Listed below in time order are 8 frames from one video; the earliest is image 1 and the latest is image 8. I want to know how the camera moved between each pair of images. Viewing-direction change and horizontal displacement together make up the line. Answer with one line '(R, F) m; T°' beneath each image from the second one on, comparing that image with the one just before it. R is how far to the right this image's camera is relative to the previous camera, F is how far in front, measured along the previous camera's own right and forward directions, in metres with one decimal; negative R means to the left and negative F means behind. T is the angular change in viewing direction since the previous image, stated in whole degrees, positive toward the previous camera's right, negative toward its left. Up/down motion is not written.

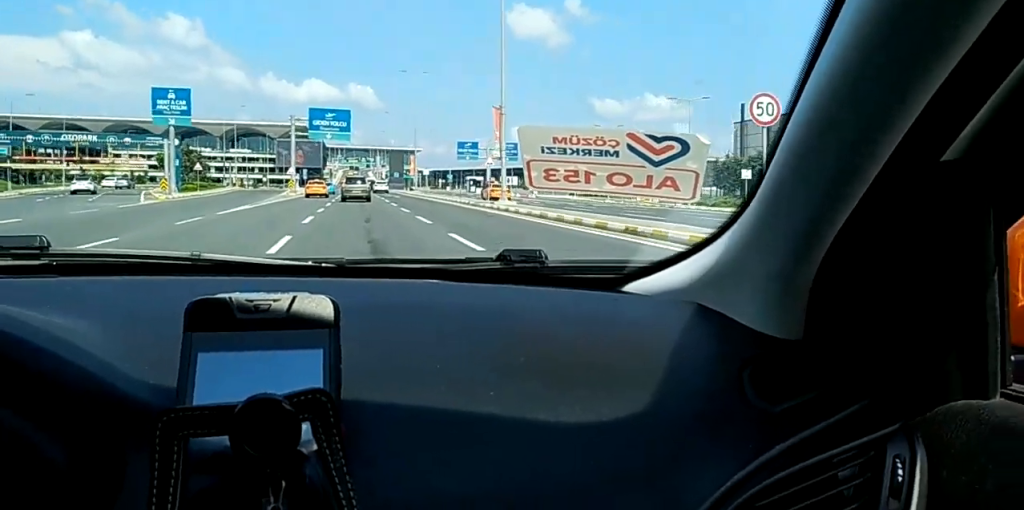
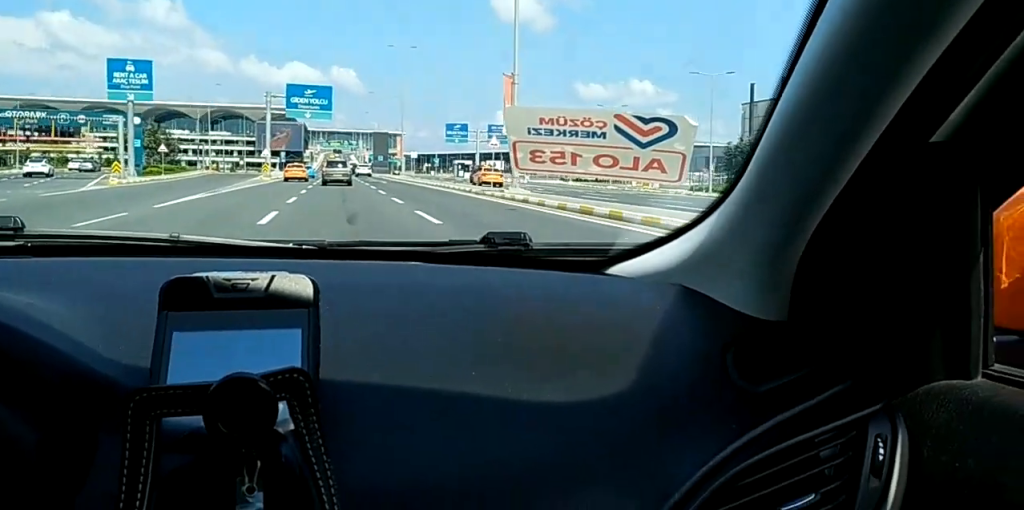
(0.0, +7.4) m; 0°
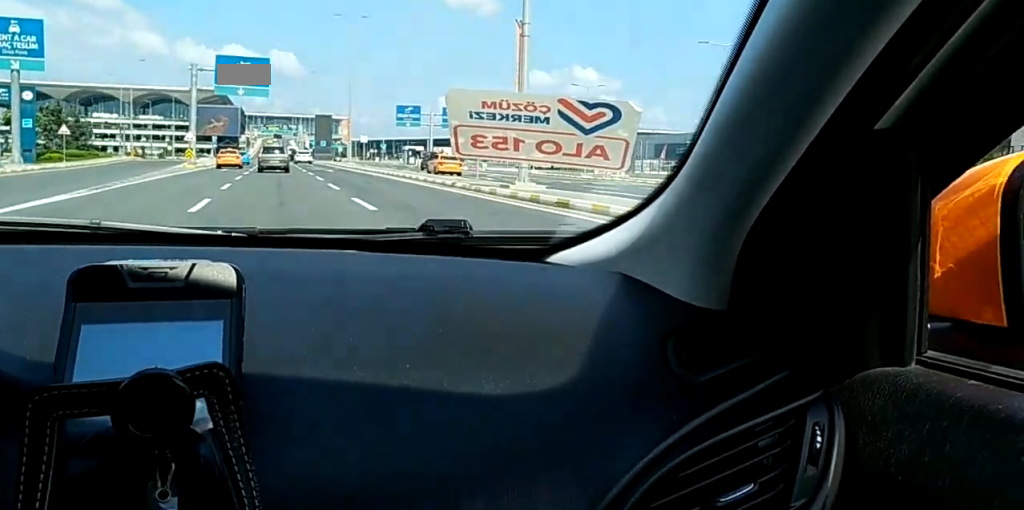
(0.0, +10.1) m; 0°
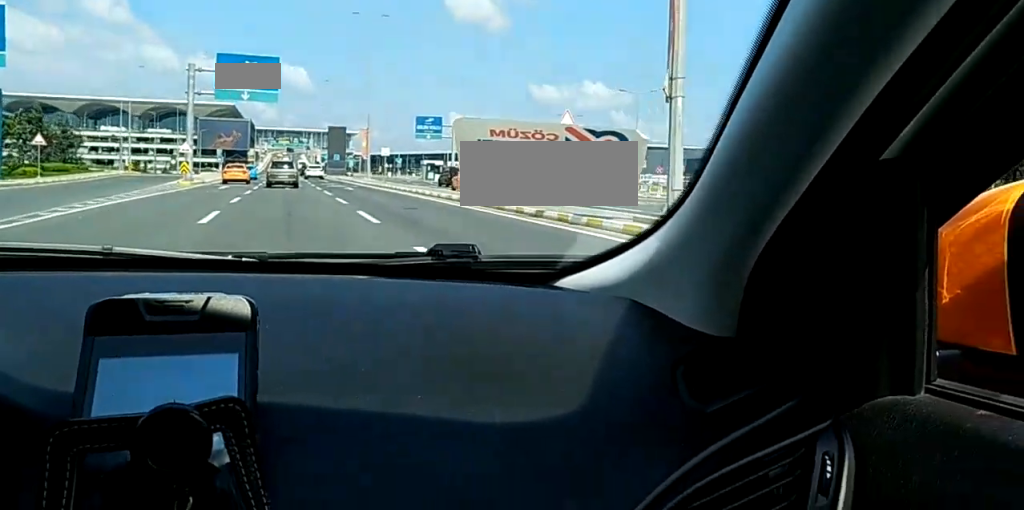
(0.0, +9.8) m; 0°
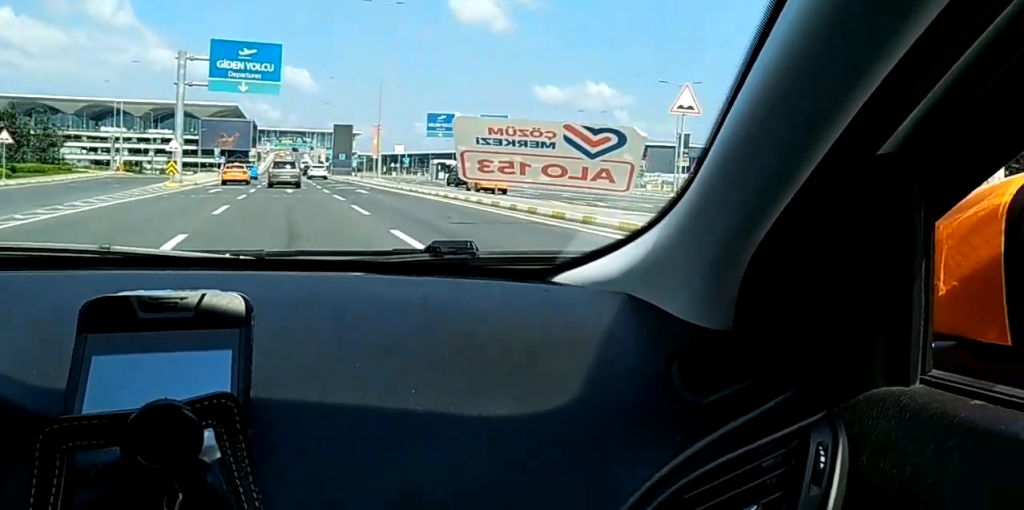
(0.0, +7.4) m; 0°
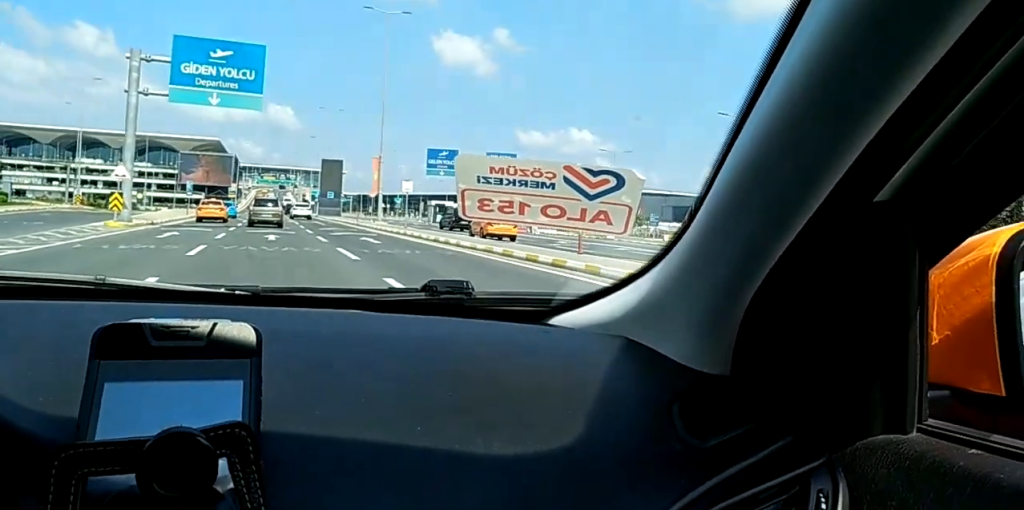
(0.0, +11.6) m; 0°
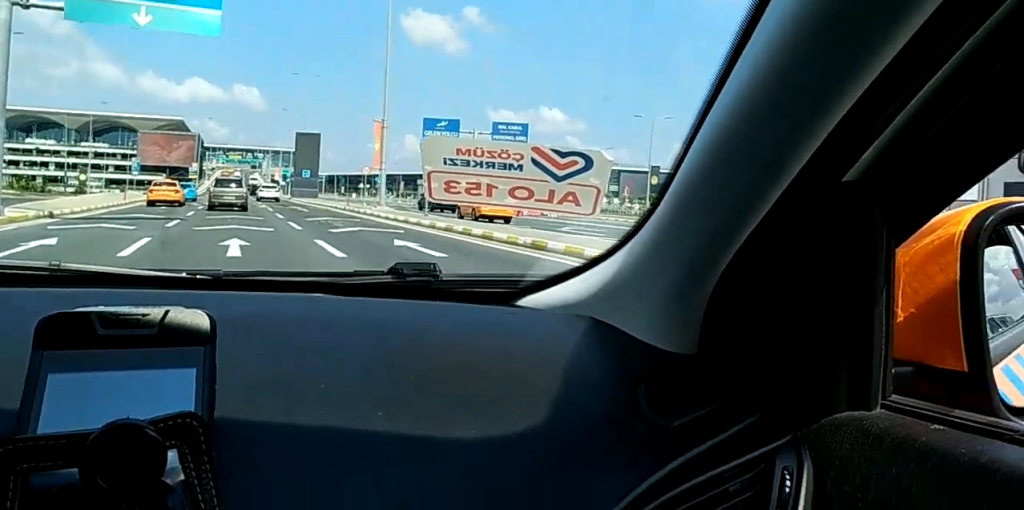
(0.0, +15.1) m; 0°
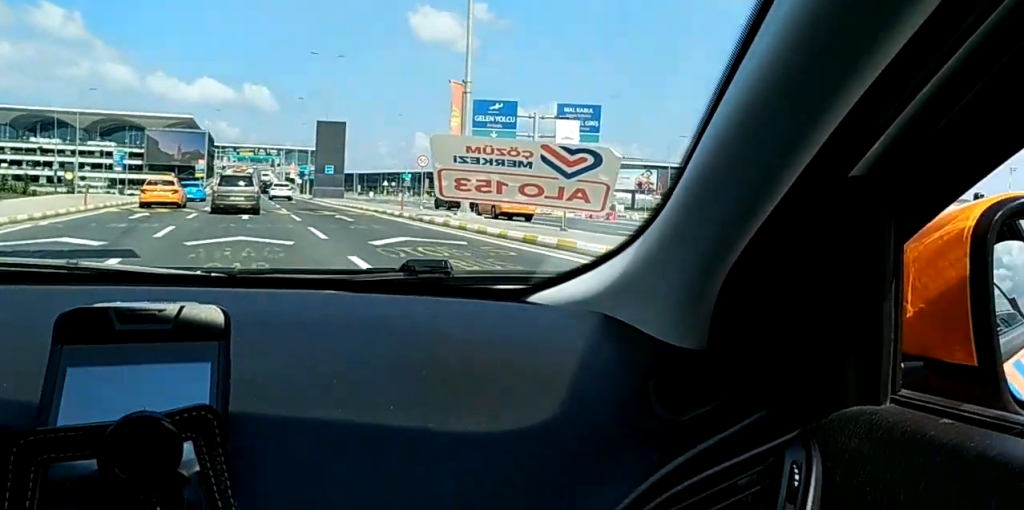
(0.0, +15.8) m; 0°
